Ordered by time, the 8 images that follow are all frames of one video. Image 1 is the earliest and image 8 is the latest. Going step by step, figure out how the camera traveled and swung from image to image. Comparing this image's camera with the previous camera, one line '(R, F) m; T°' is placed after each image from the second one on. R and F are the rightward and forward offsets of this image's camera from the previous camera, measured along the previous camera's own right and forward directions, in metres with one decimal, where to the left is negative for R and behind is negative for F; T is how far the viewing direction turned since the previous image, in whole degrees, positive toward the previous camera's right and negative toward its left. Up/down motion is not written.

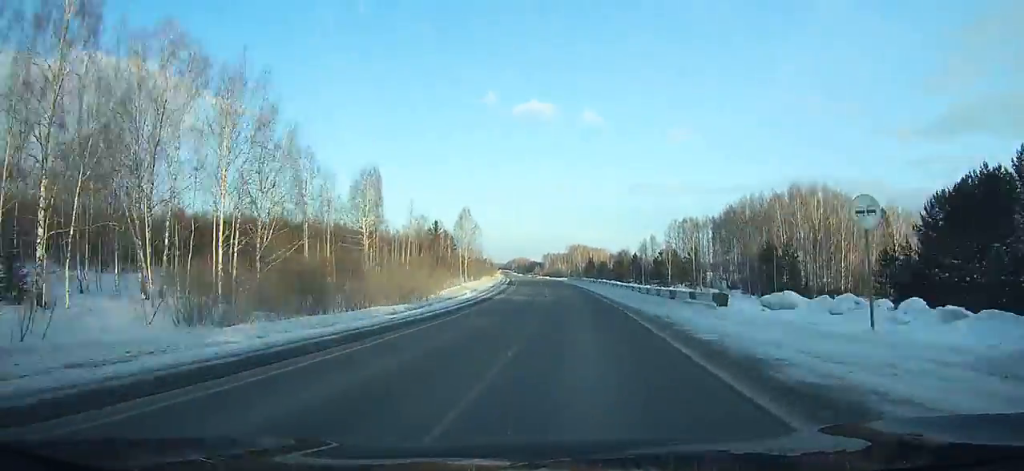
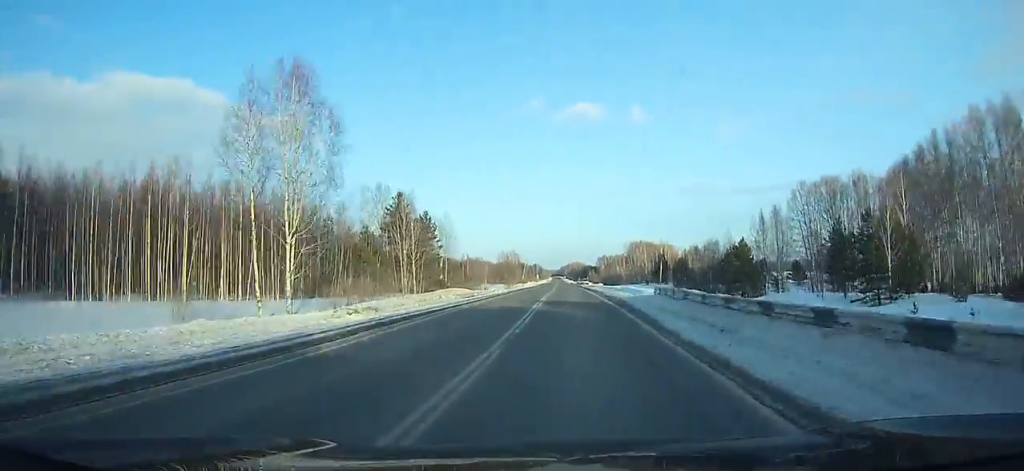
(-2.9, +79.5) m; -4°
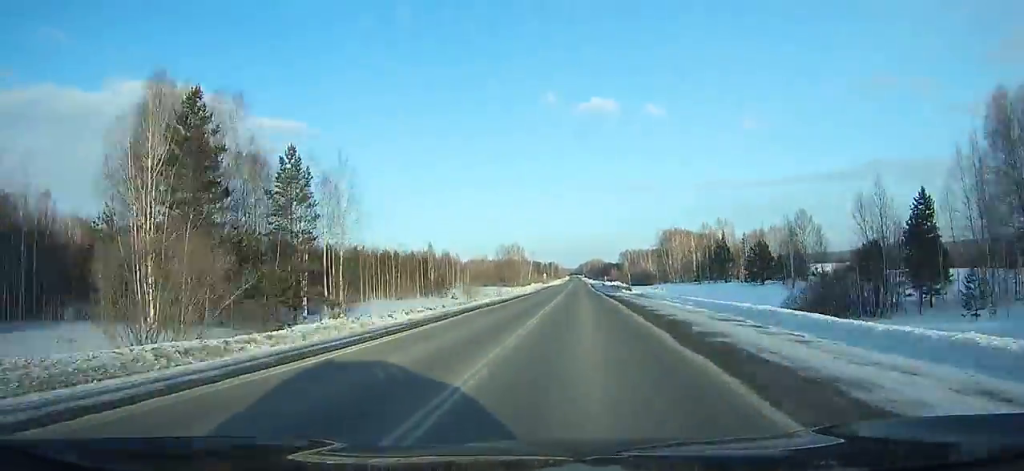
(-1.5, +64.2) m; -2°
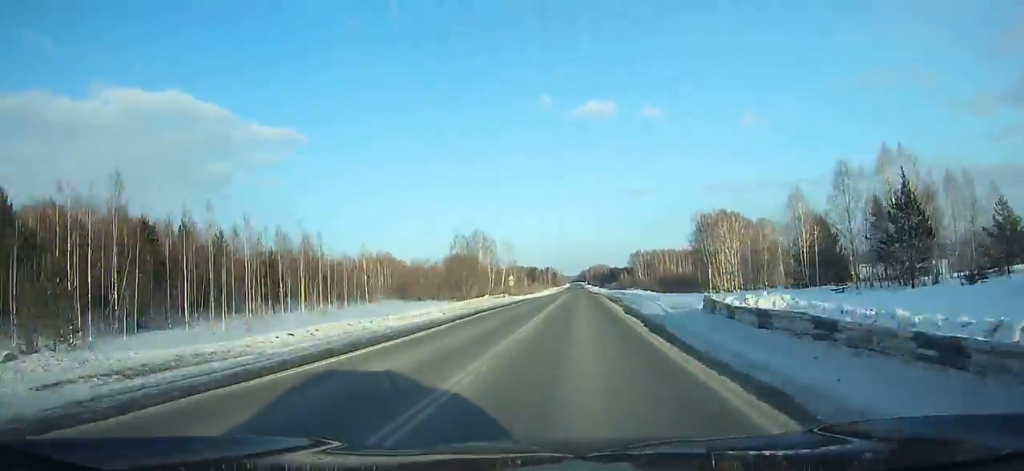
(-1.7, +82.1) m; -1°
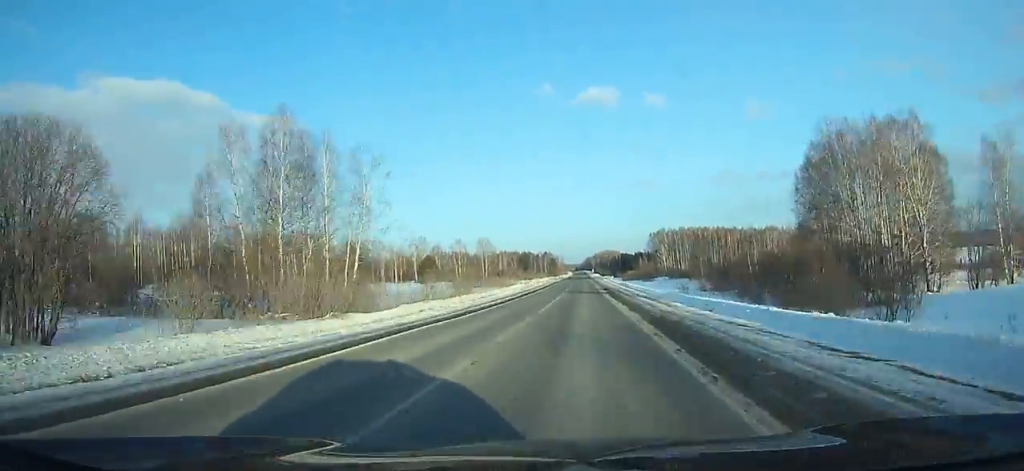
(+0.2, +94.1) m; 0°
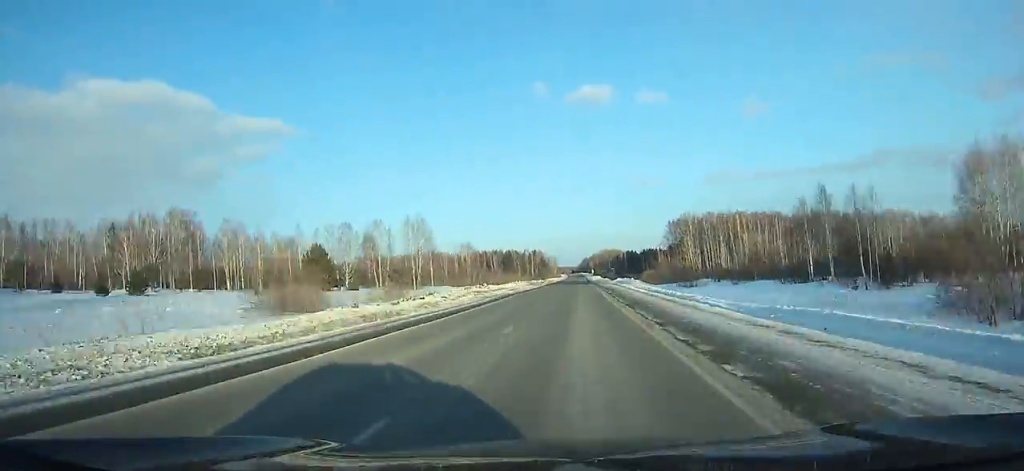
(+0.3, +74.4) m; 0°
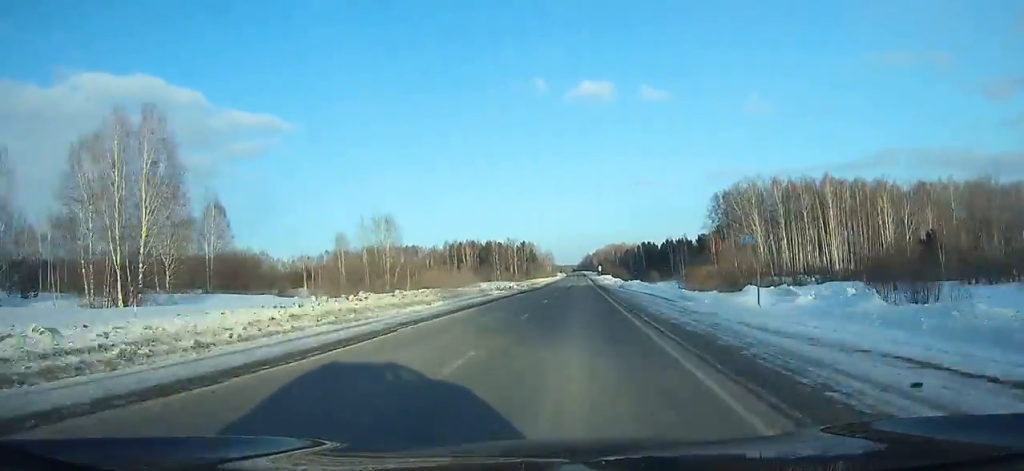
(-0.1, +79.8) m; 0°
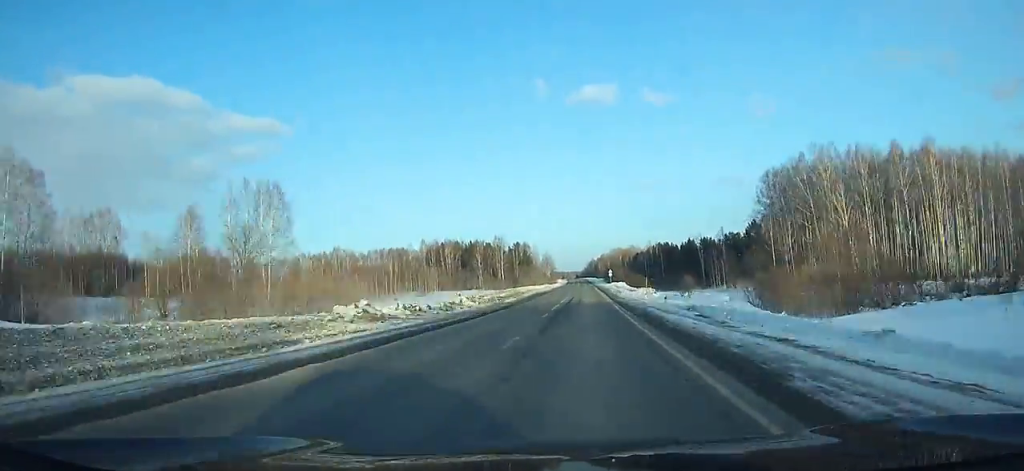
(0.0, +42.4) m; 0°
